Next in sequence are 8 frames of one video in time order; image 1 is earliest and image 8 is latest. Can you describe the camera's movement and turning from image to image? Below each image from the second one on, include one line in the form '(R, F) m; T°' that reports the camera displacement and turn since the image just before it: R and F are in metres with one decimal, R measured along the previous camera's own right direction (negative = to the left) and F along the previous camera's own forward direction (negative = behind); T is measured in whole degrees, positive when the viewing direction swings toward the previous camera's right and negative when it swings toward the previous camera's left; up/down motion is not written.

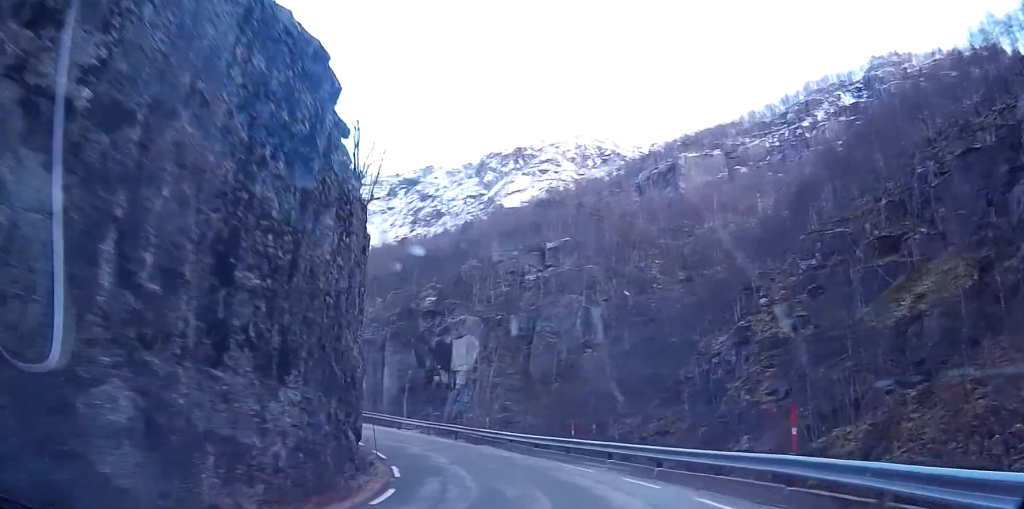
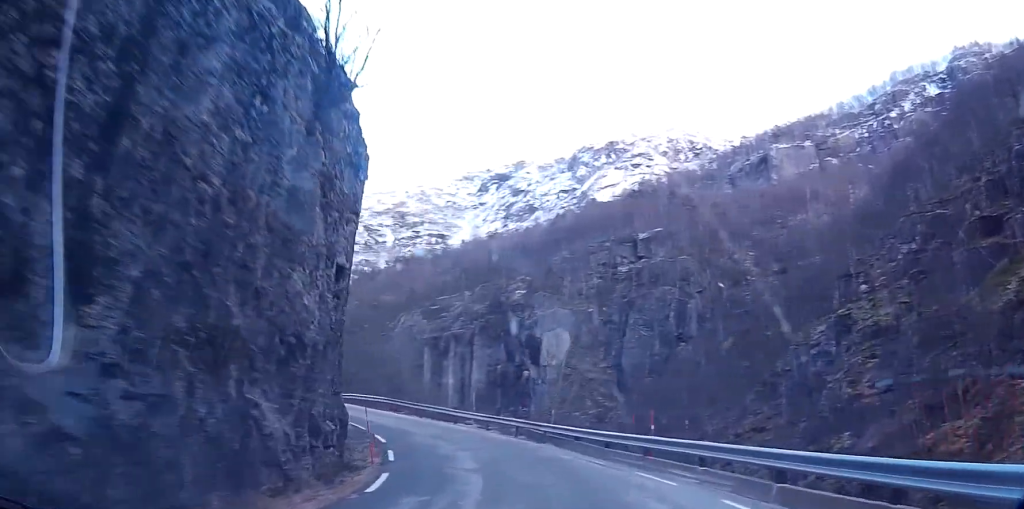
(-0.5, +8.0) m; -7°
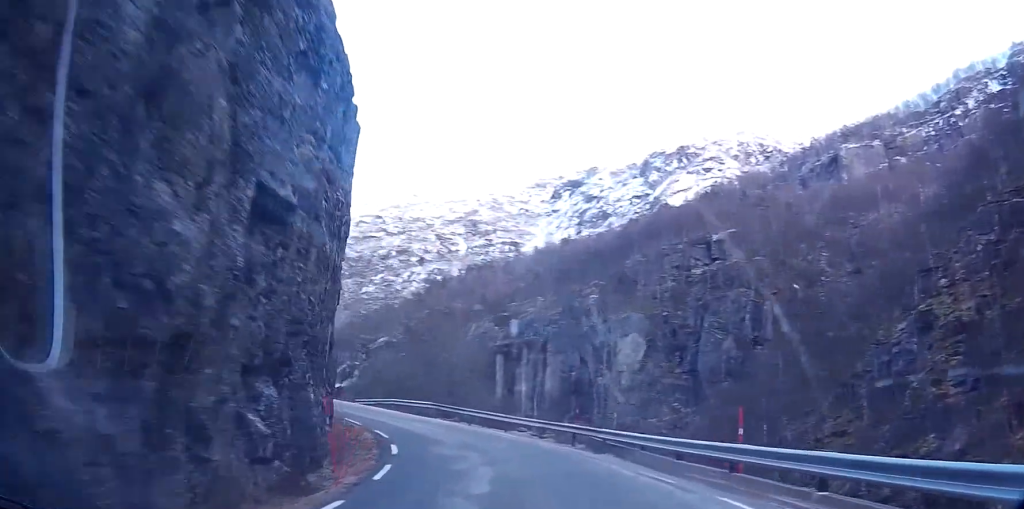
(-0.3, +6.1) m; -5°
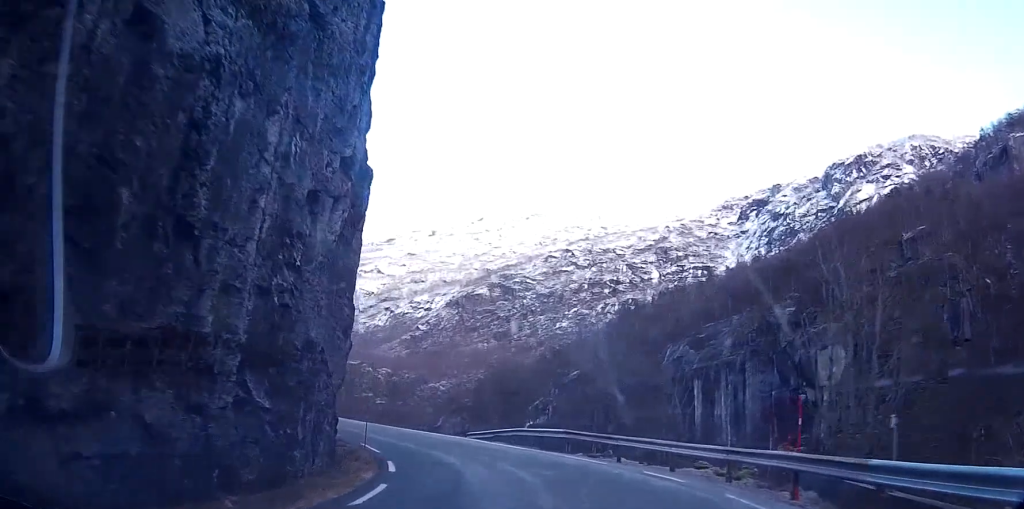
(-1.8, +16.2) m; -12°
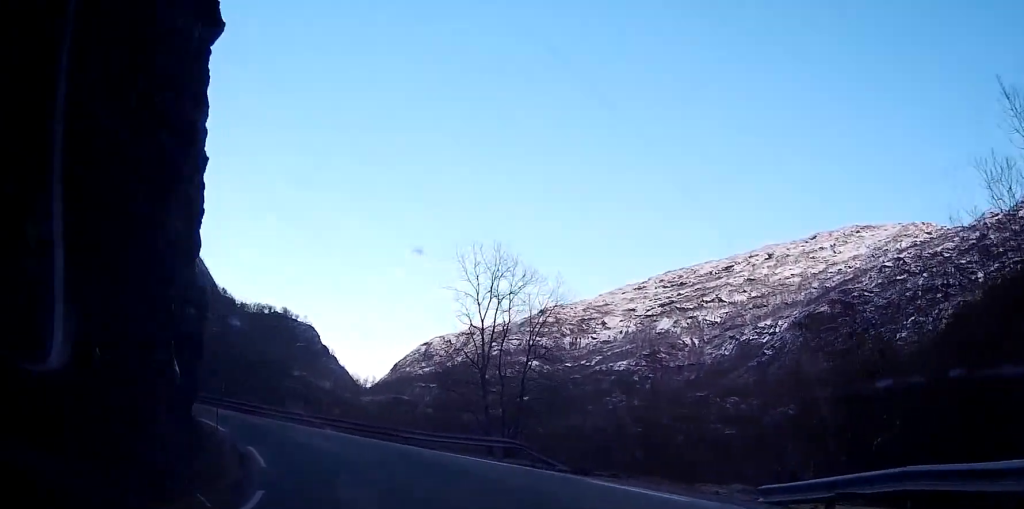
(-1.4, +24.6) m; -5°
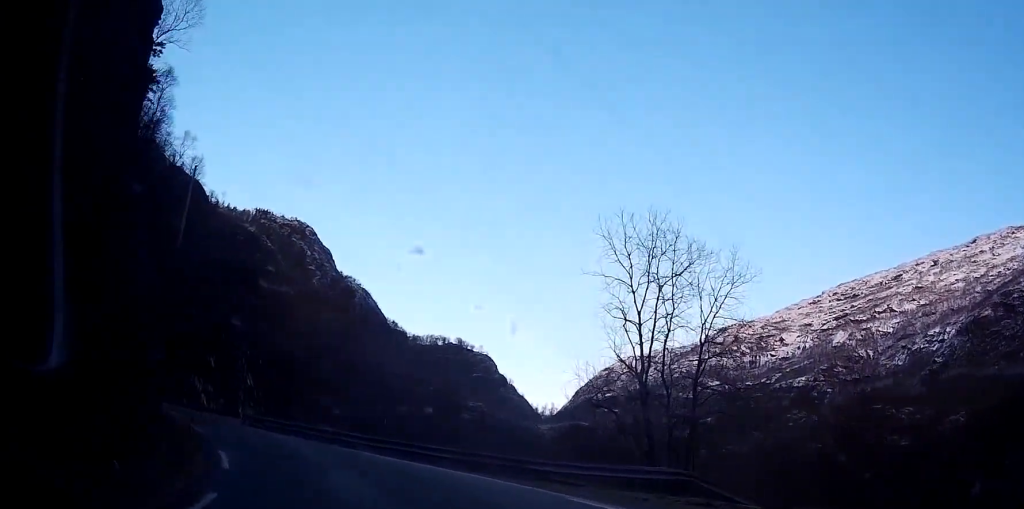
(-0.2, +8.3) m; -2°
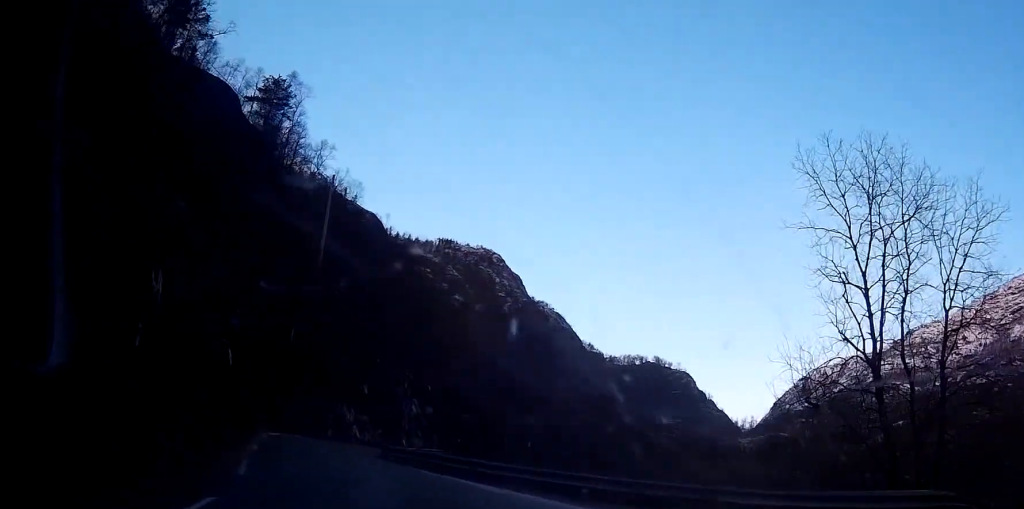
(-0.1, +7.4) m; -9°
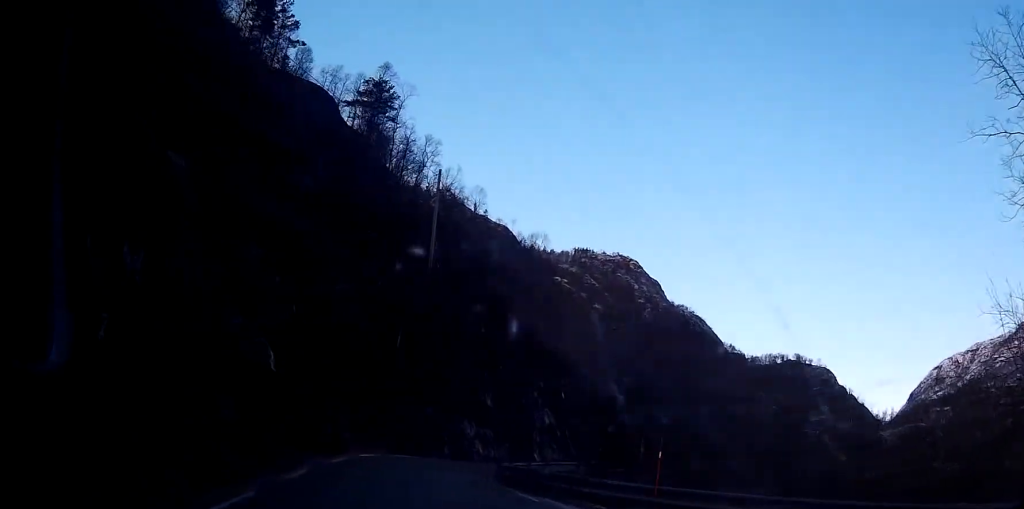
(+0.8, +5.5) m; -14°
